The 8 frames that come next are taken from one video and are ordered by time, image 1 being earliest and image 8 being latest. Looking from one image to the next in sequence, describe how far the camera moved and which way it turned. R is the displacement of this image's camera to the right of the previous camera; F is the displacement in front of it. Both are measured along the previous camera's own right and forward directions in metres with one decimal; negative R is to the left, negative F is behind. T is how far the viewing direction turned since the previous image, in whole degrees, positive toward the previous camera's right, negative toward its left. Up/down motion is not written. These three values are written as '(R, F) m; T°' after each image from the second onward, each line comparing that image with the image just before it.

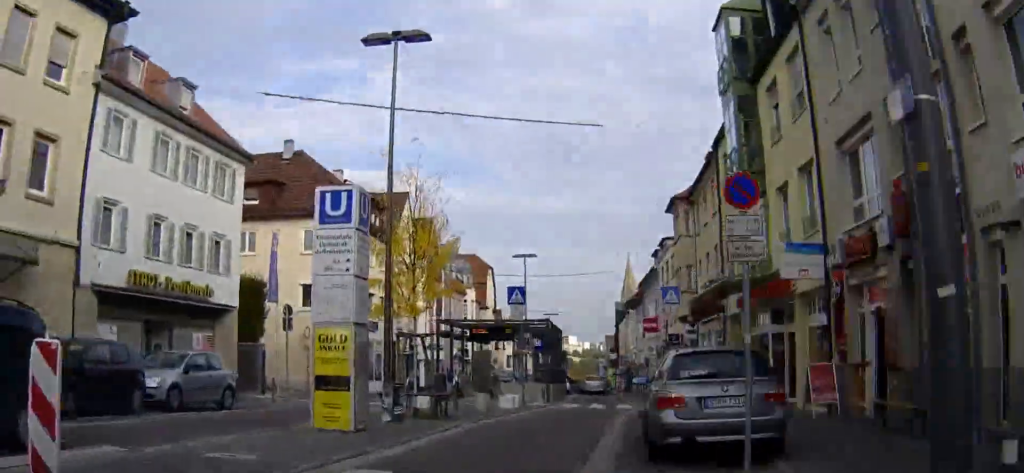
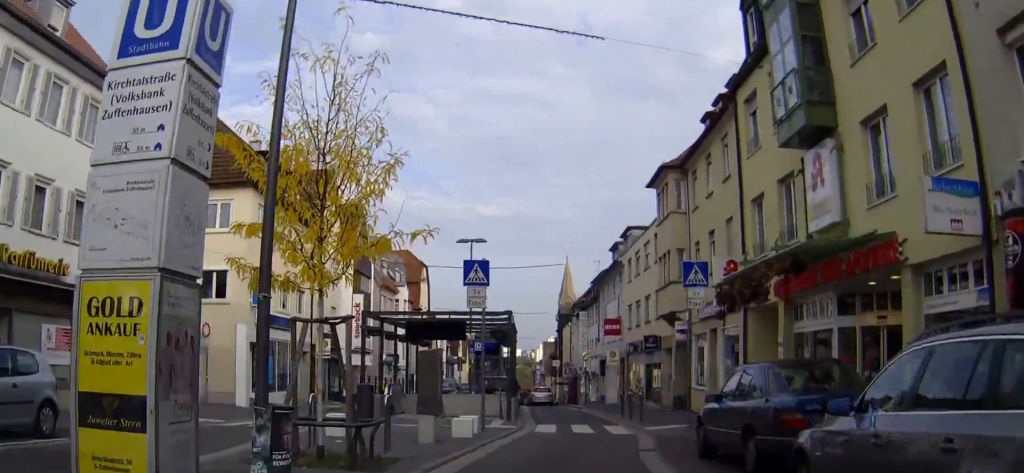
(-0.3, +6.4) m; +1°
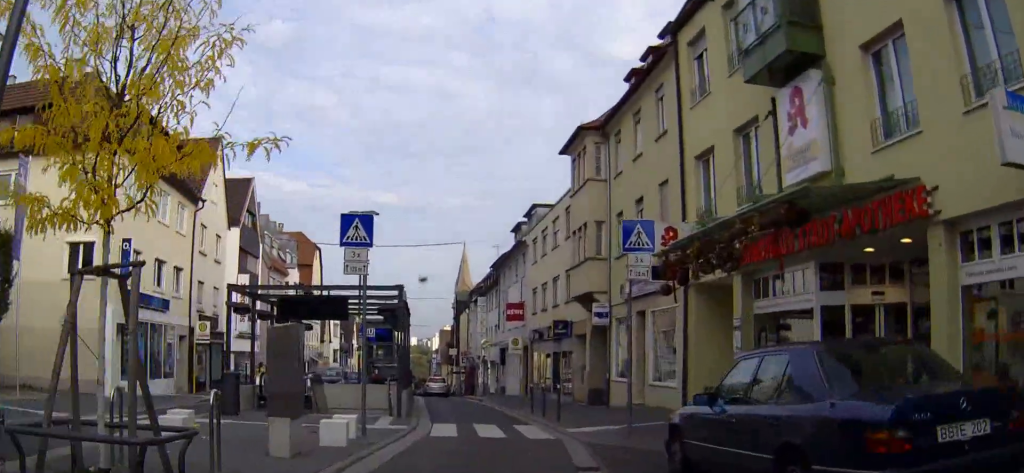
(+0.1, +3.7) m; +3°
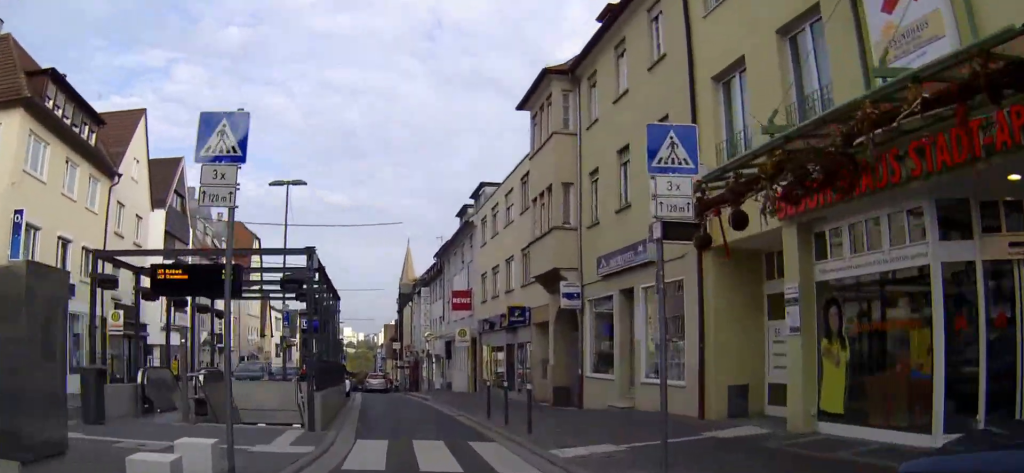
(+0.1, +5.4) m; +4°
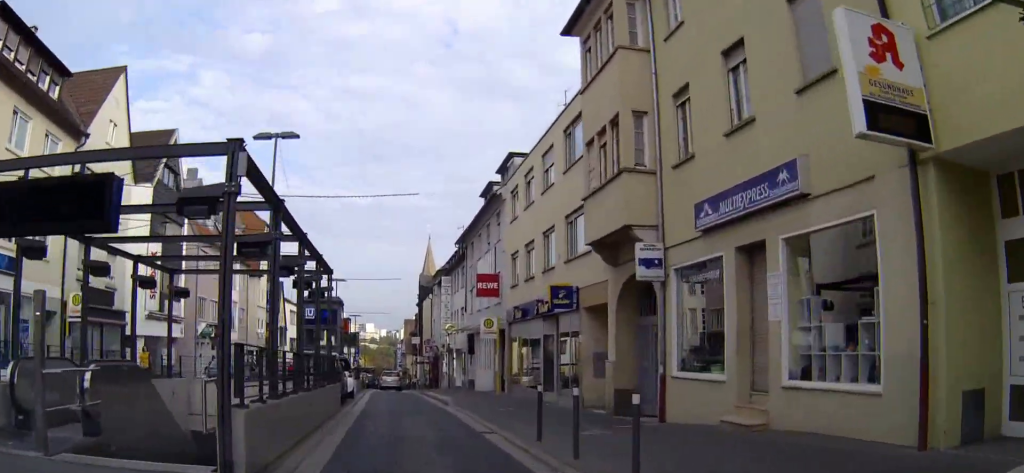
(+0.3, +6.7) m; +4°
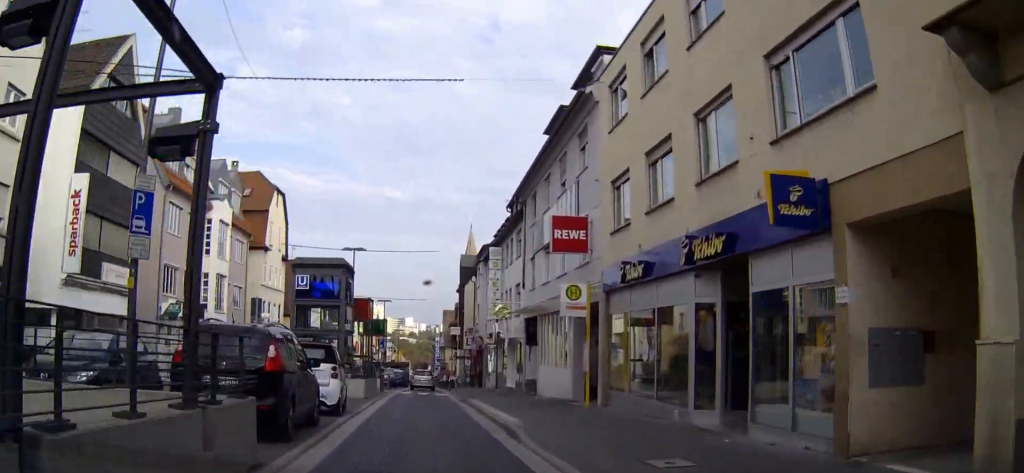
(-0.1, +12.7) m; -5°
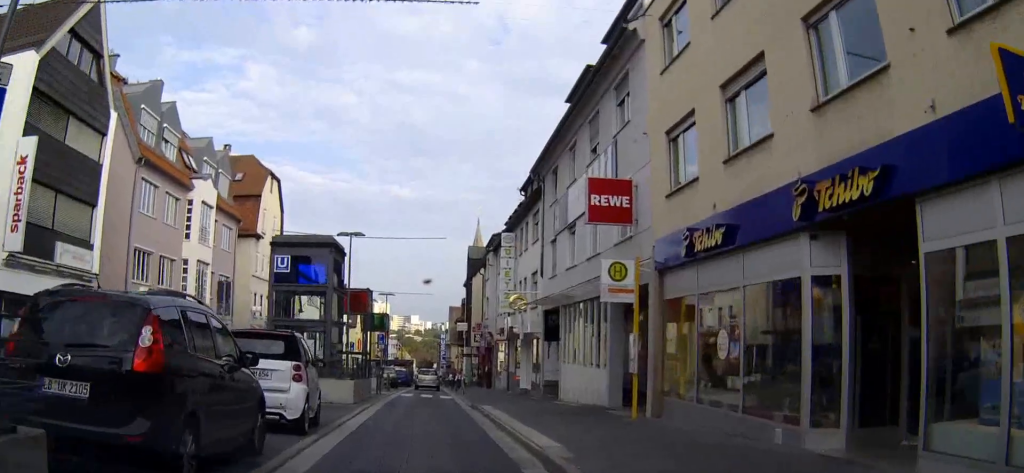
(-0.2, +4.6) m; -2°
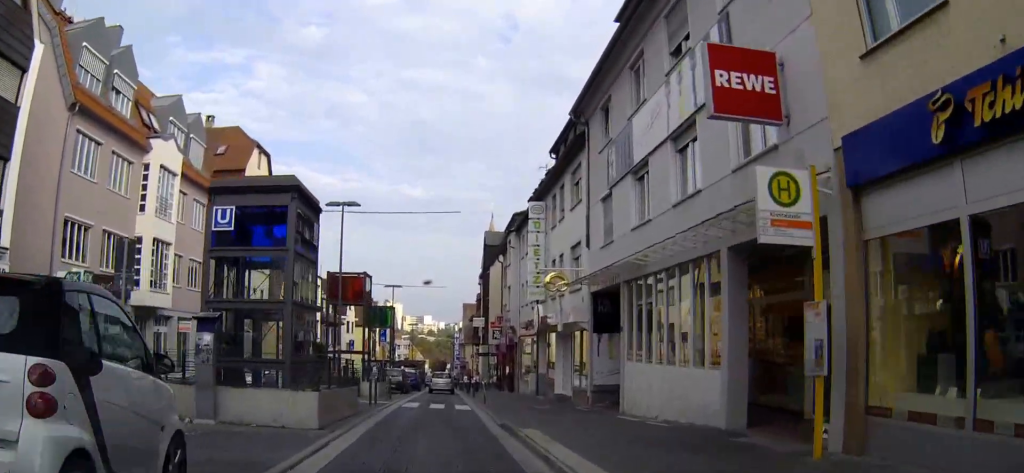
(-0.2, +7.7) m; -2°
